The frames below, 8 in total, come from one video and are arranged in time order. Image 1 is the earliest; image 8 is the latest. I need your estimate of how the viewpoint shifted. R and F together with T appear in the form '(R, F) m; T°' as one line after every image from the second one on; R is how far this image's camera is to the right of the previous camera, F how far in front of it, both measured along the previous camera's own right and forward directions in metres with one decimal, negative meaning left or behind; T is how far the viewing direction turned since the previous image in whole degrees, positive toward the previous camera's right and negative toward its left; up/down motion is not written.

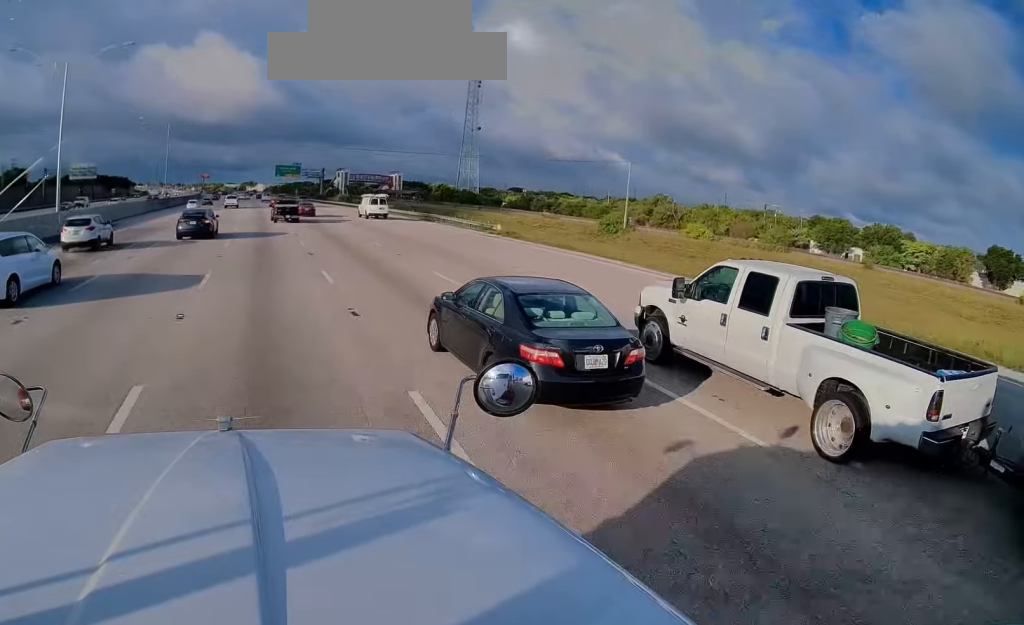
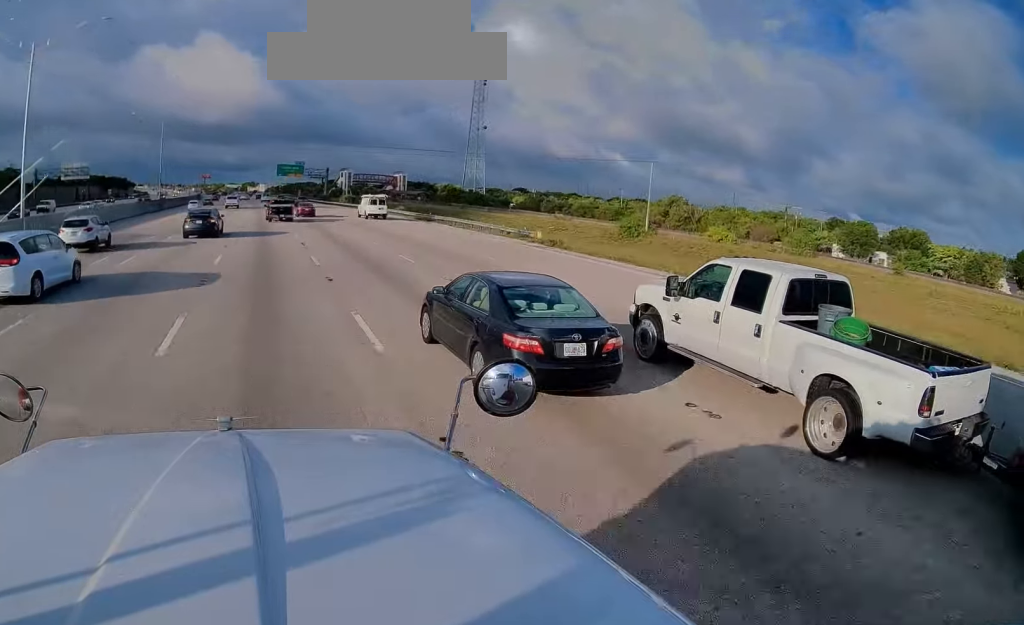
(0.0, +8.0) m; 0°
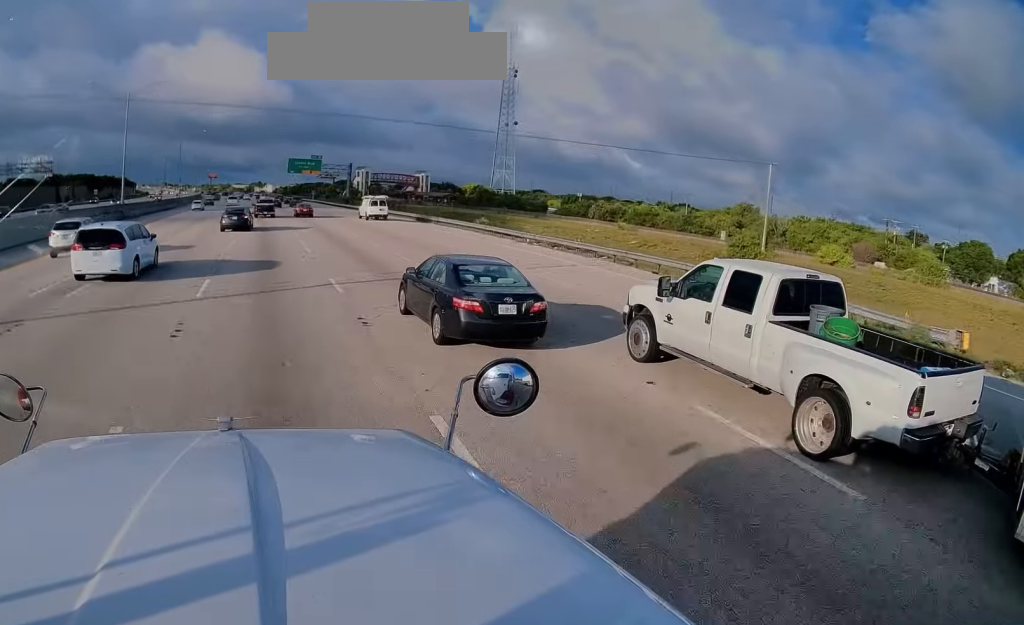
(0.0, +35.6) m; 0°
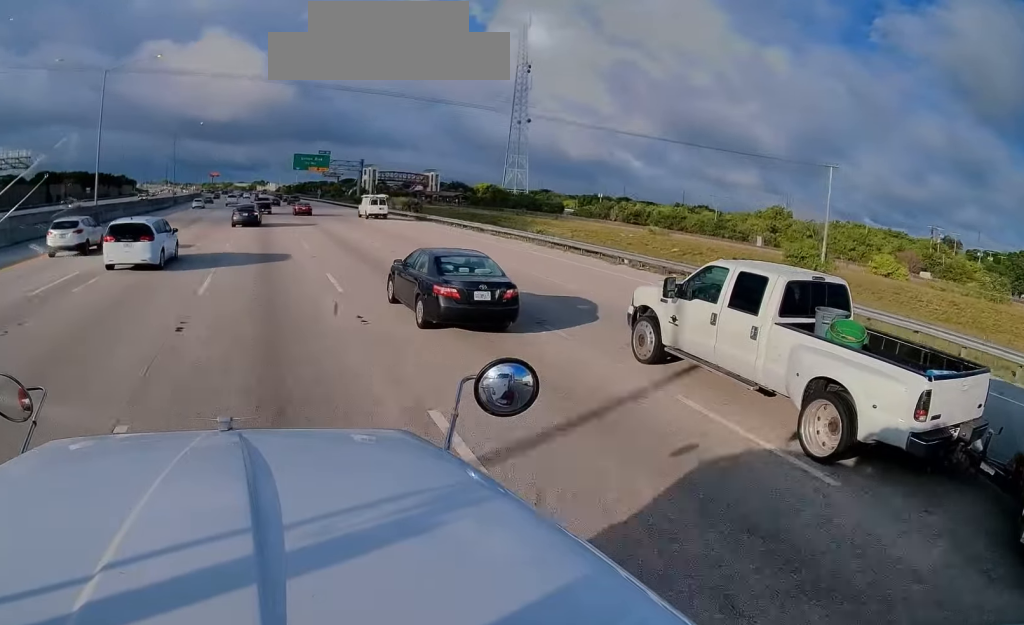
(0.0, +13.6) m; -1°
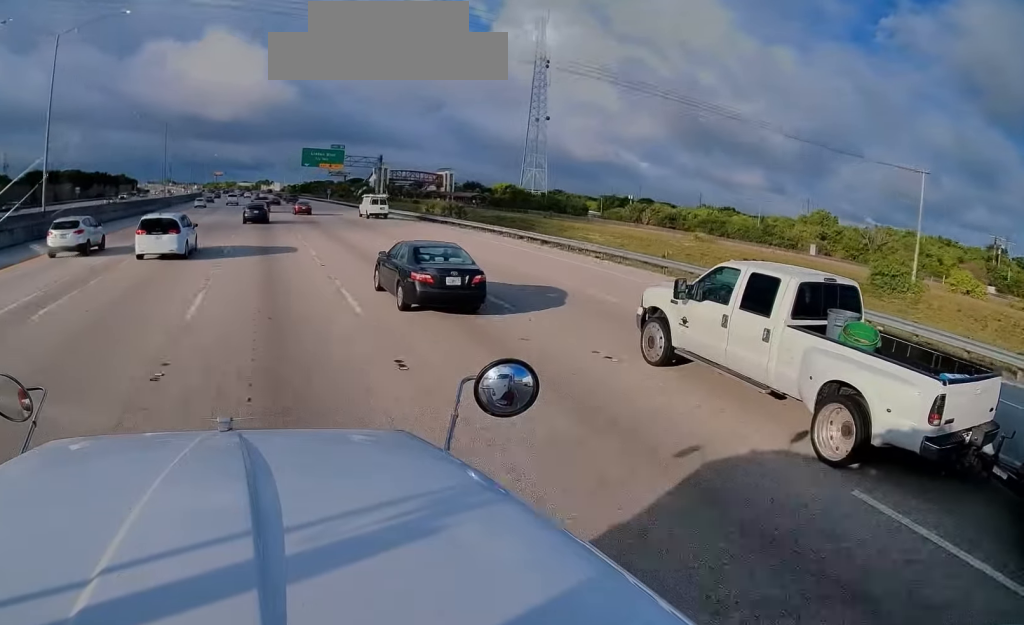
(-0.1, +16.9) m; -1°
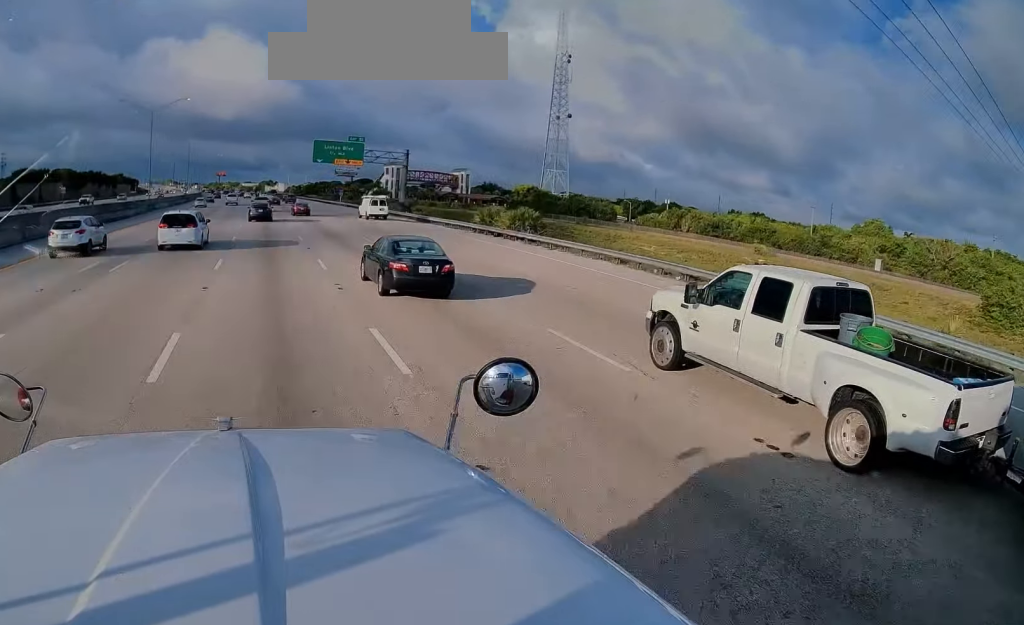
(-0.2, +18.0) m; -1°
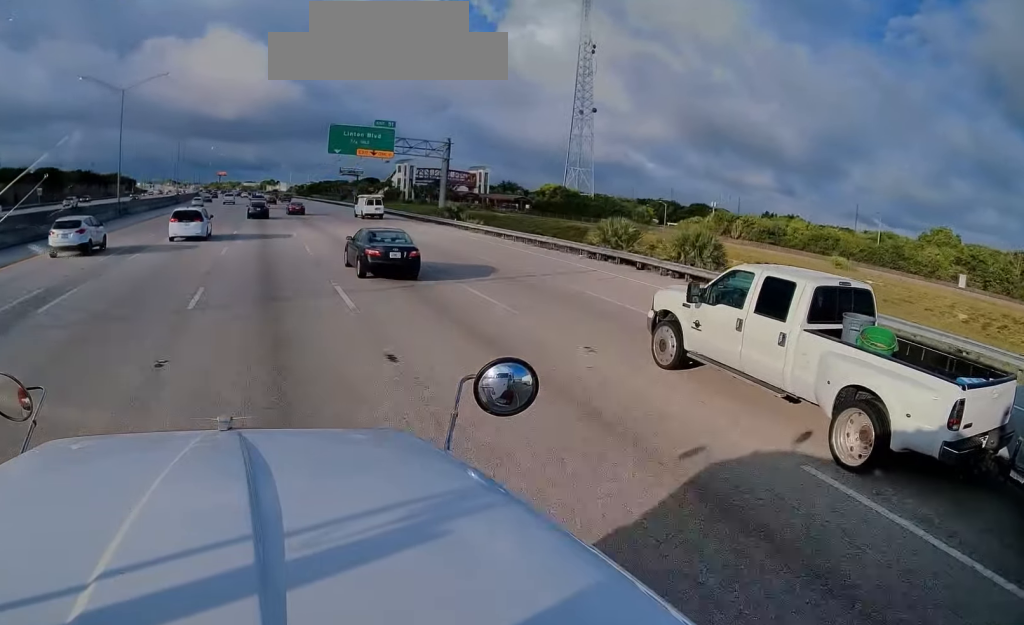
(0.0, +19.7) m; 0°
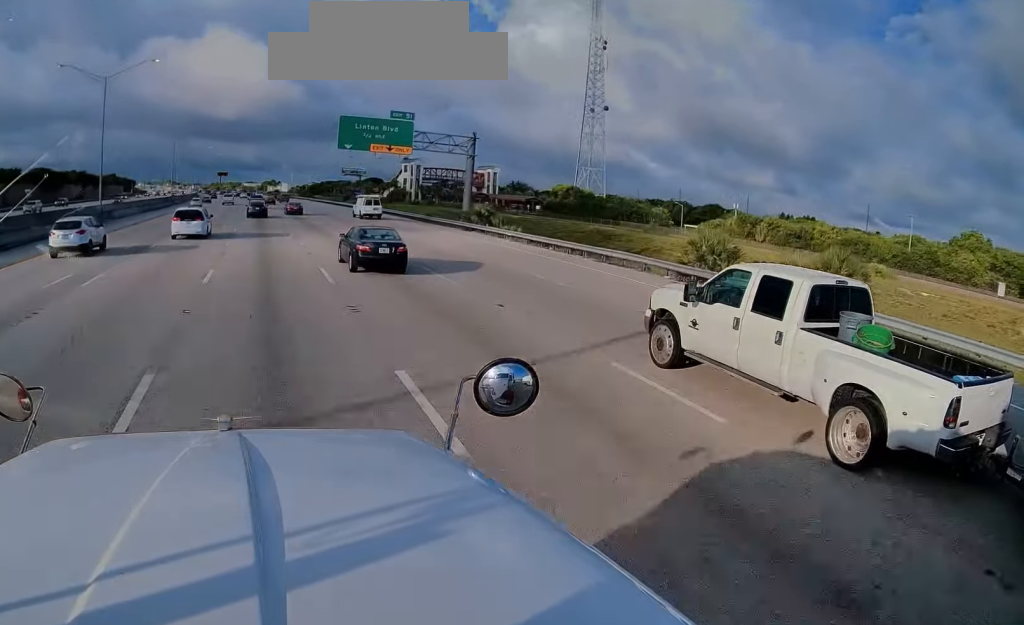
(+0.1, +8.5) m; 0°
